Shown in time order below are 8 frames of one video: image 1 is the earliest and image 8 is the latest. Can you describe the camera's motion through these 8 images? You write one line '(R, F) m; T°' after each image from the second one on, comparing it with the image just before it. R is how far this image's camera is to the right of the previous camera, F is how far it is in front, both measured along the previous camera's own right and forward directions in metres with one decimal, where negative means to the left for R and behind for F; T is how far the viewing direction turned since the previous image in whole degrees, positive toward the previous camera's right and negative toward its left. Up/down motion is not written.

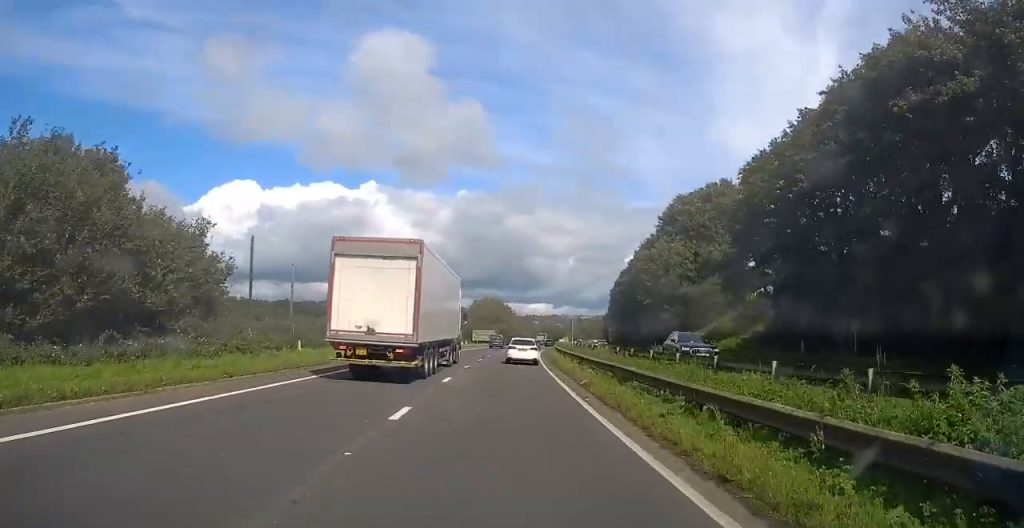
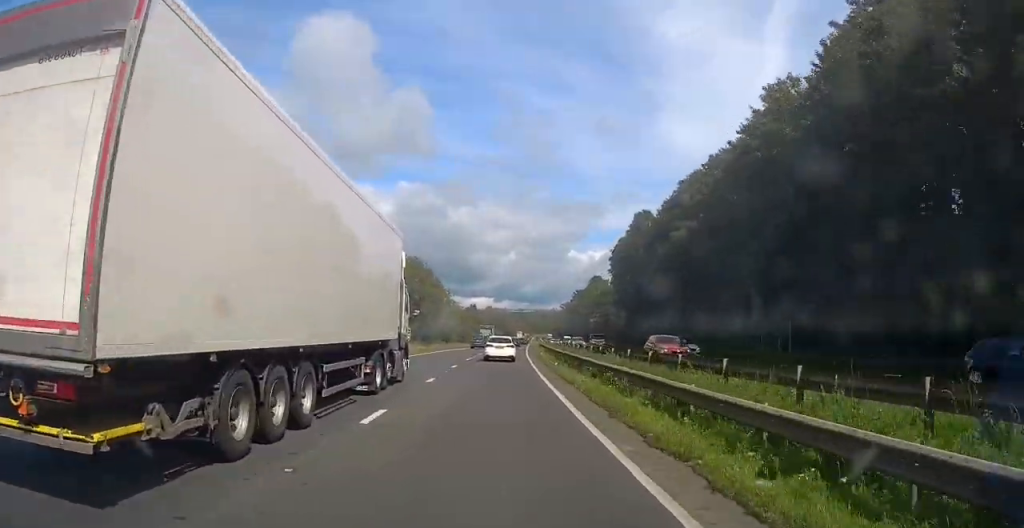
(+3.4, +74.4) m; +7°
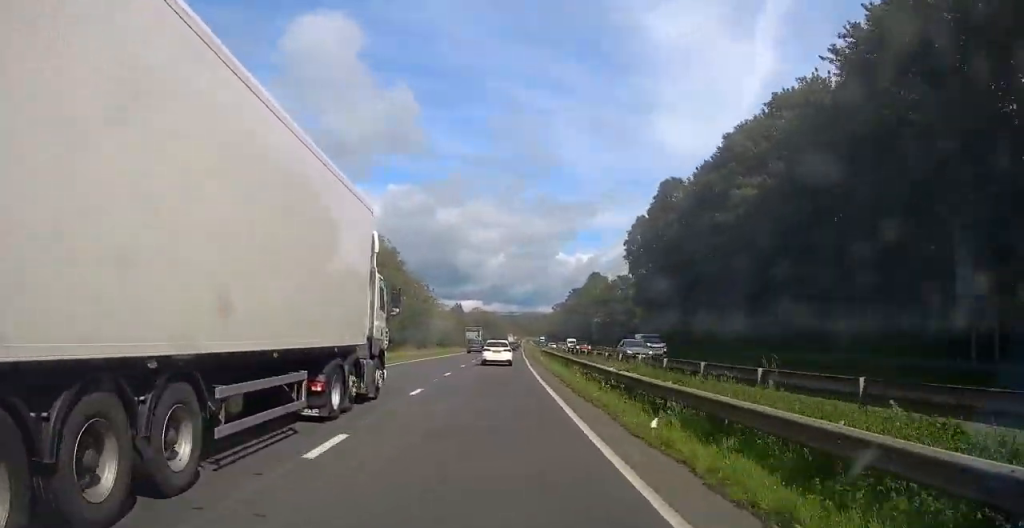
(+1.0, +21.3) m; +1°
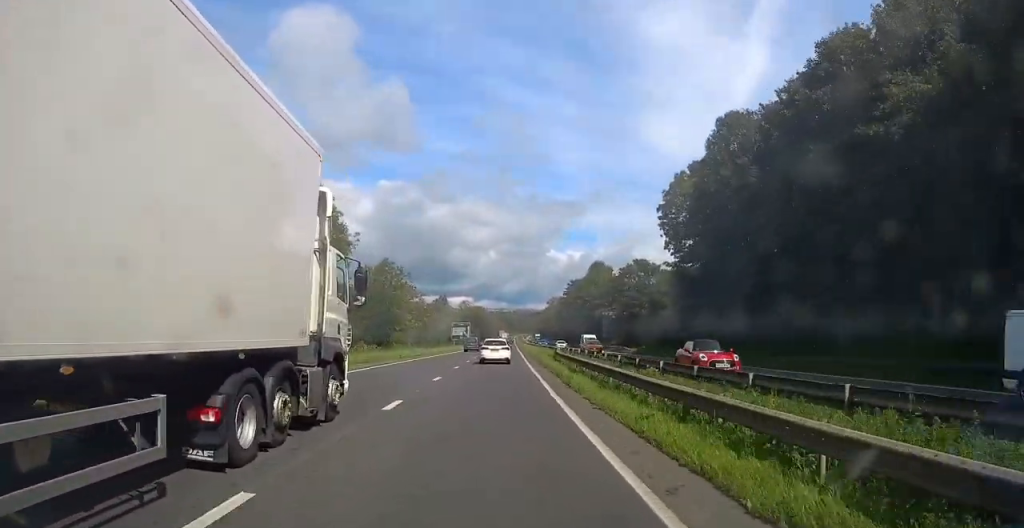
(-0.9, +22.7) m; -2°
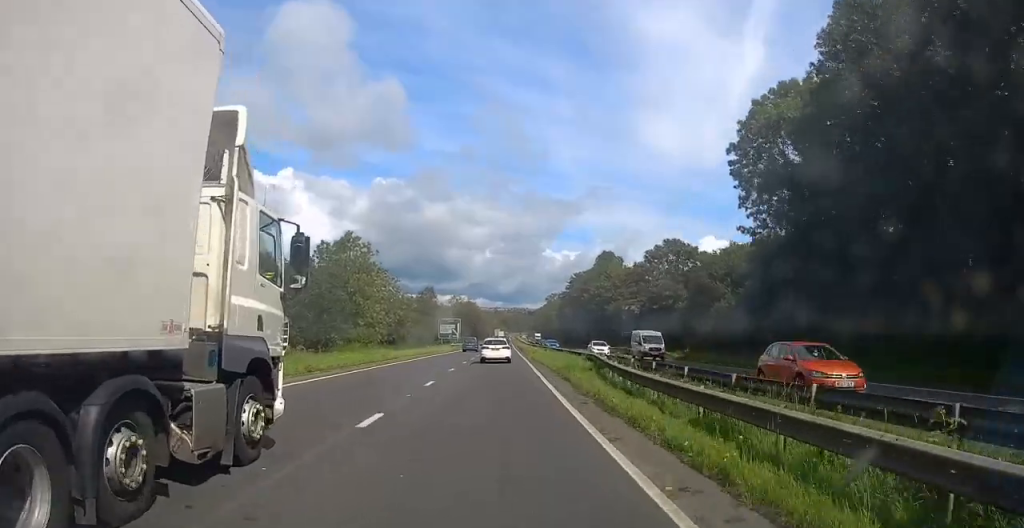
(+0.1, +22.1) m; 0°
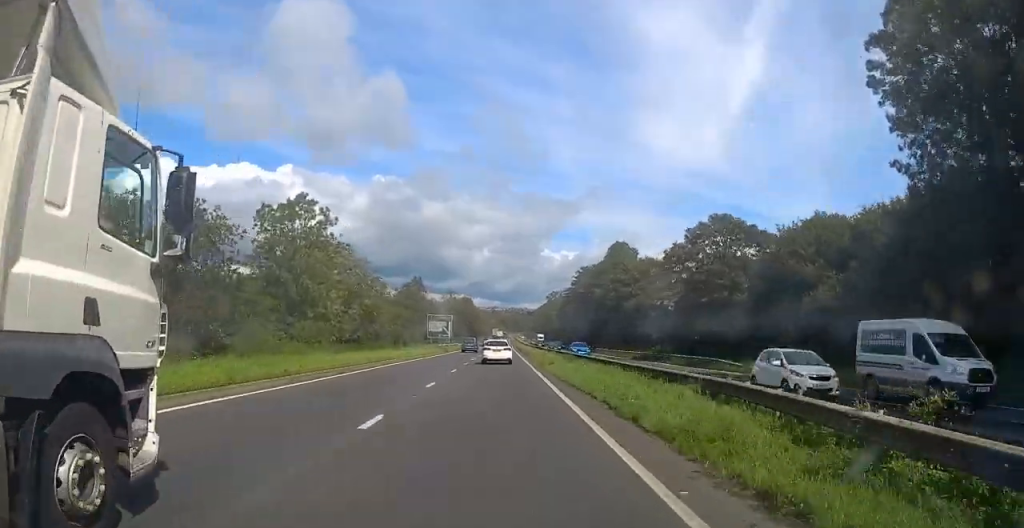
(0.0, +19.2) m; 0°
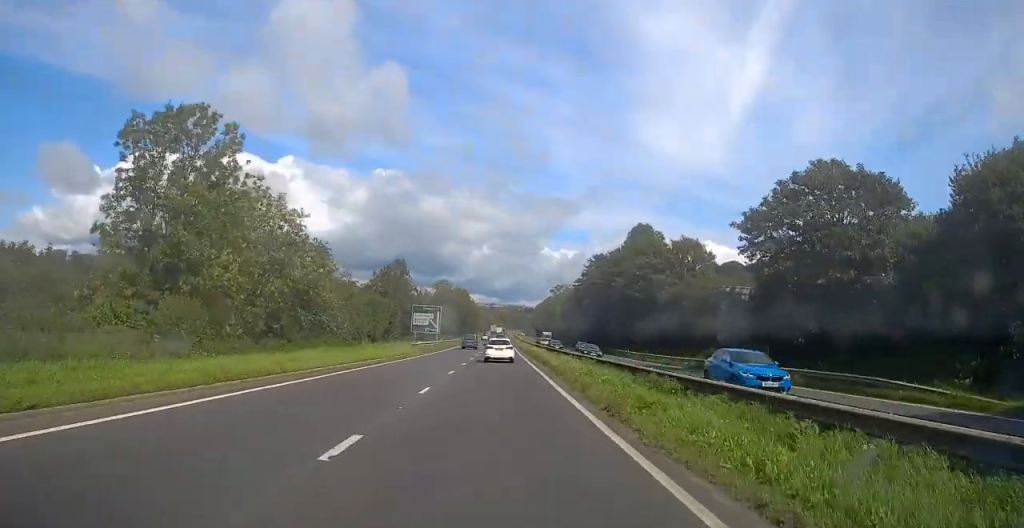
(0.0, +22.1) m; +1°
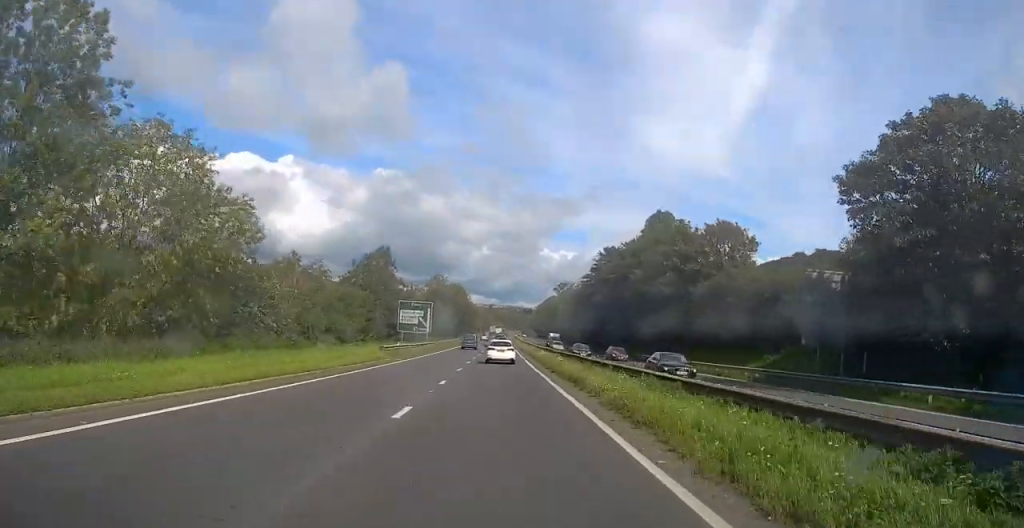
(+0.1, +14.5) m; +1°
